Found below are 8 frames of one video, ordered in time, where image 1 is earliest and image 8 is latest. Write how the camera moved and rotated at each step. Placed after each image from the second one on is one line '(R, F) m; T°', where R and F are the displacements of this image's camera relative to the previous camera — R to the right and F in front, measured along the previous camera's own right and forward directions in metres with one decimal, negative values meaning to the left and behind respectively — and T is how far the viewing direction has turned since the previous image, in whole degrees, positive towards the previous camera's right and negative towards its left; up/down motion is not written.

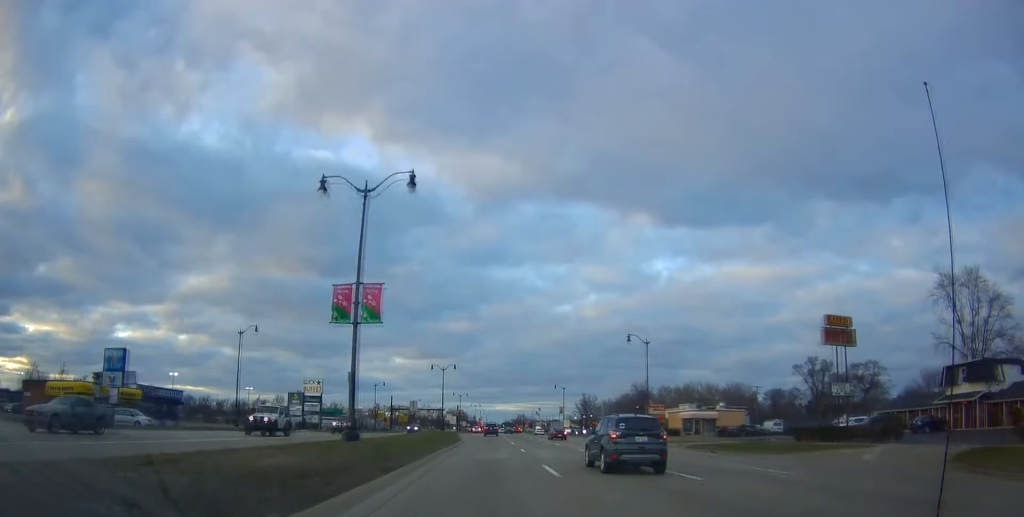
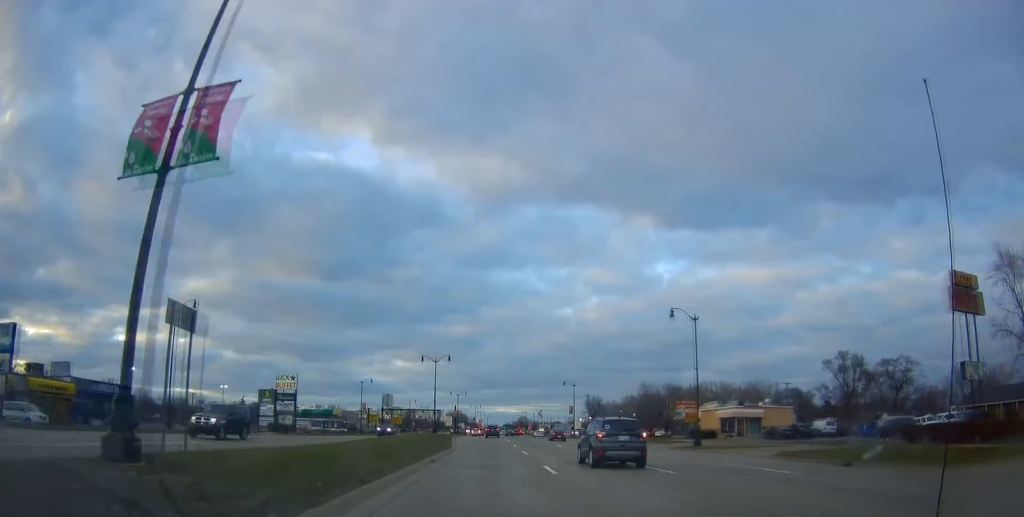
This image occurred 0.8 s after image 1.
(0.0, +14.7) m; -1°
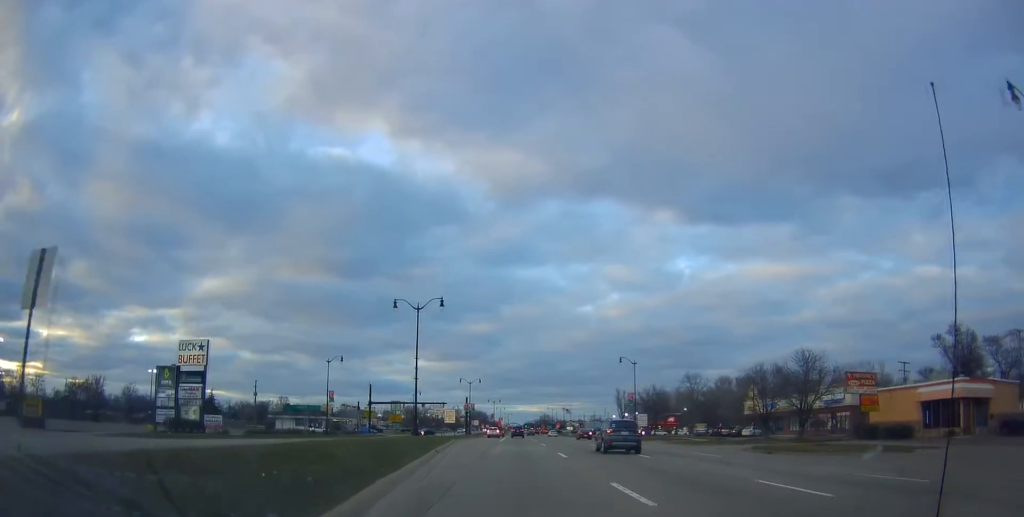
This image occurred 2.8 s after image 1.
(-0.1, +35.5) m; -2°
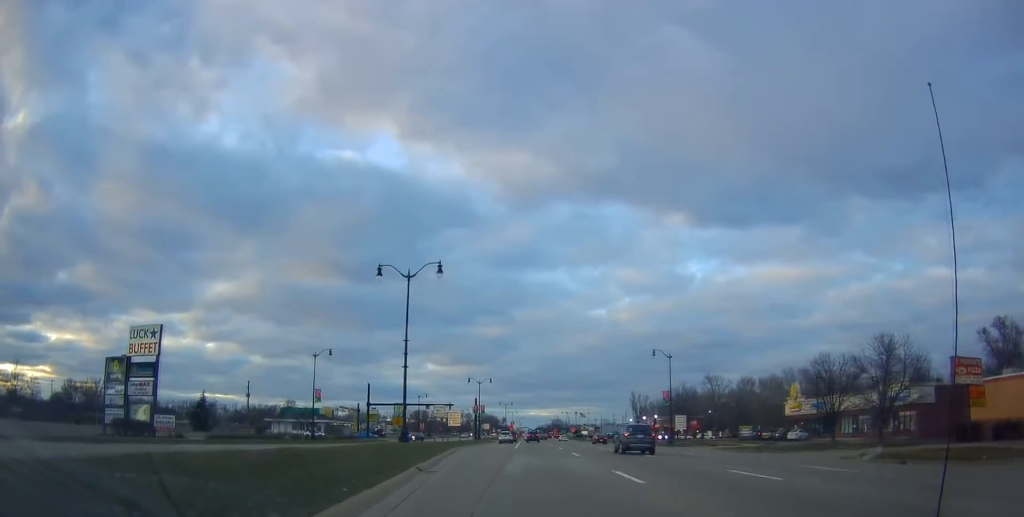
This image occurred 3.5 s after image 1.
(-0.4, +11.0) m; 0°
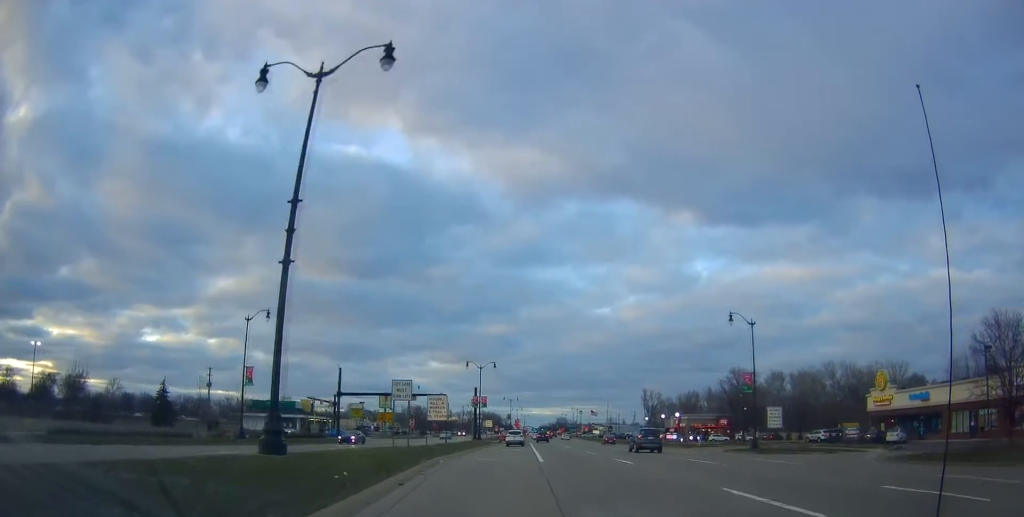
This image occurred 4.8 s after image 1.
(+0.3, +20.9) m; +1°
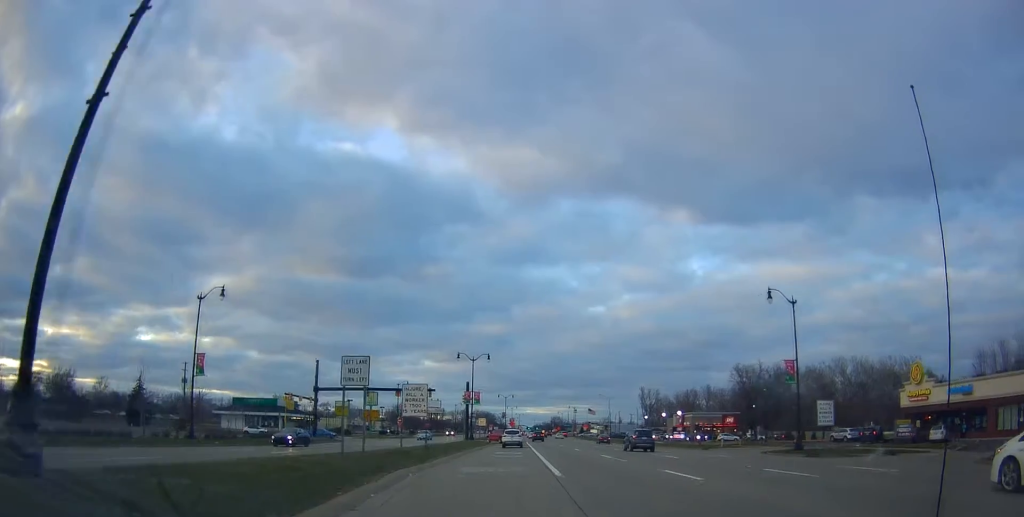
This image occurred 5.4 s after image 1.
(-0.1, +7.6) m; 0°
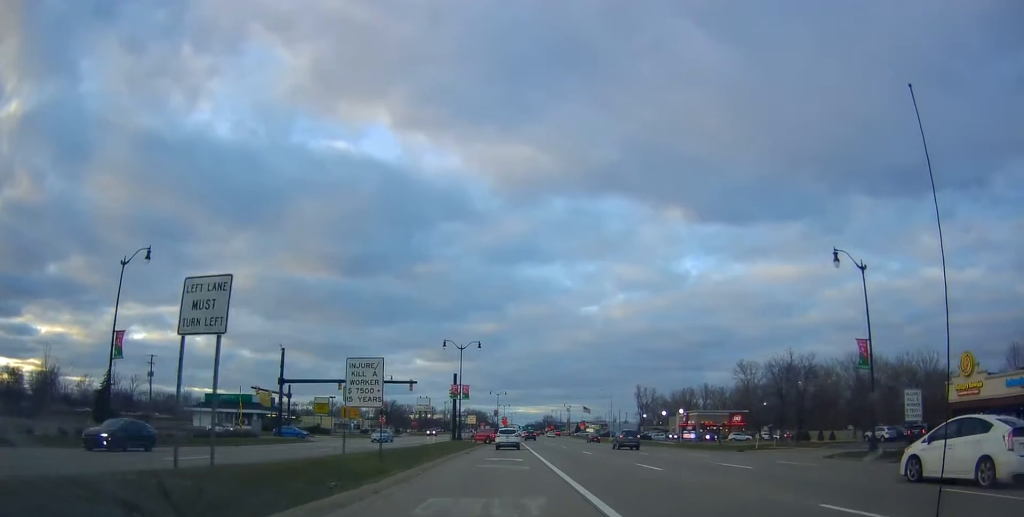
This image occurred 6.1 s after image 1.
(-0.1, +9.5) m; -1°
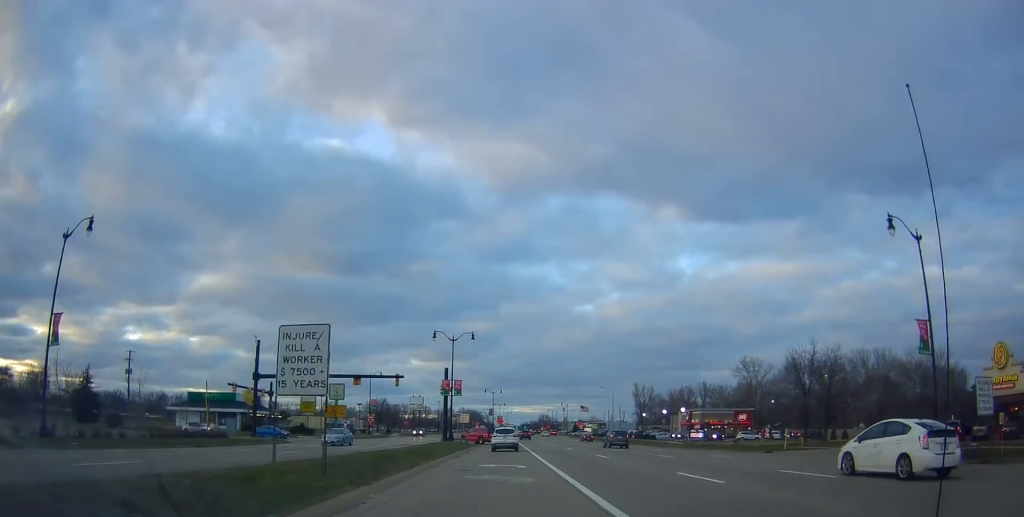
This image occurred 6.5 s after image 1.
(+0.2, +5.6) m; -1°
